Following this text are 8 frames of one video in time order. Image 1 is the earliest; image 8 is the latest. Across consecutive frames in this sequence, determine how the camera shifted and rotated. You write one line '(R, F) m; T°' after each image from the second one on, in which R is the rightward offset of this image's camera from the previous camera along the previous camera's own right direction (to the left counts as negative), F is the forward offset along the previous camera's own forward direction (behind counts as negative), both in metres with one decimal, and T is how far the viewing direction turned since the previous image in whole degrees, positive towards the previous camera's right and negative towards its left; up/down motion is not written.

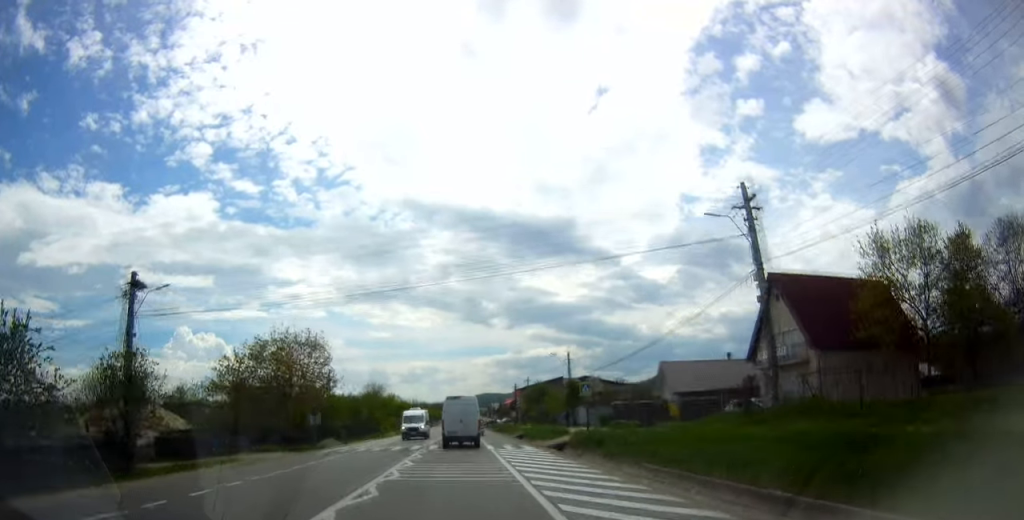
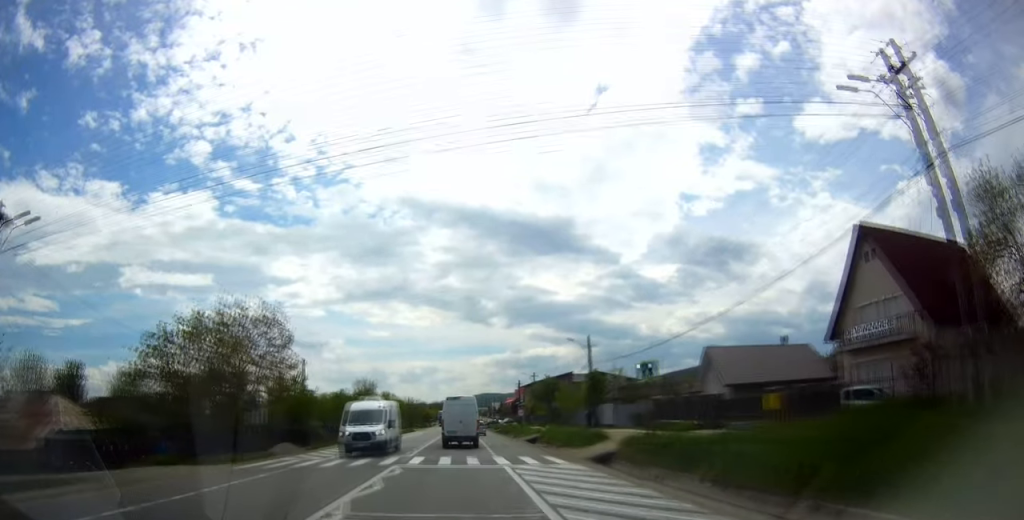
(-0.1, +11.3) m; -1°
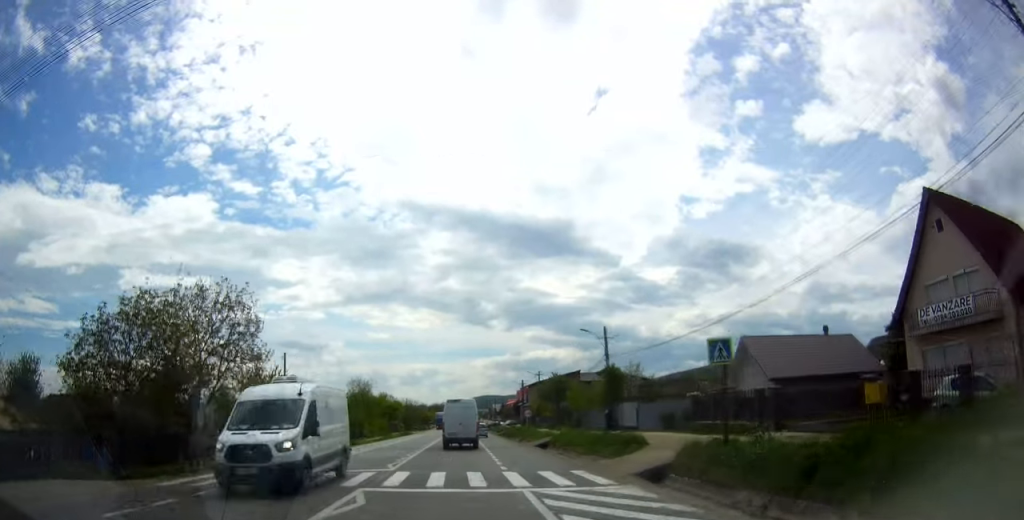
(0.0, +6.7) m; 0°
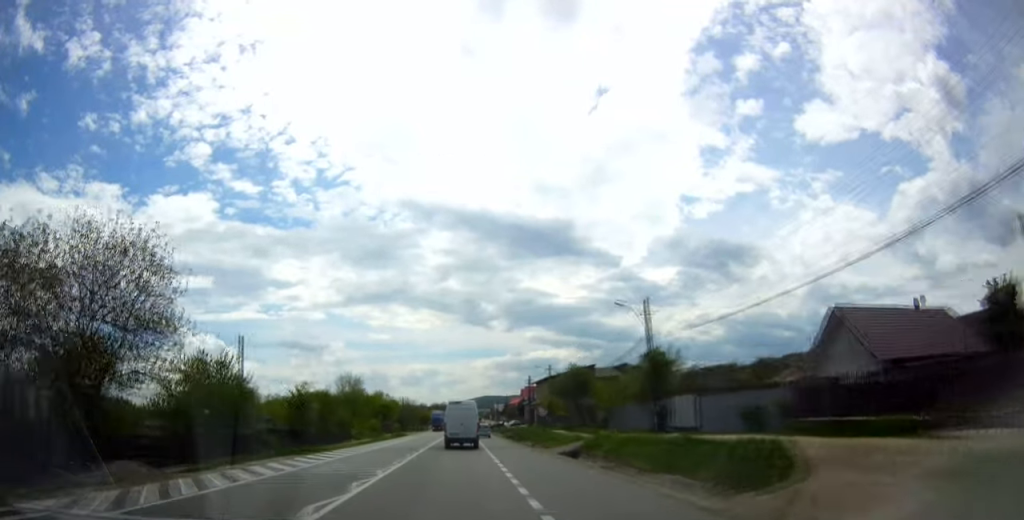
(0.0, +11.1) m; +1°
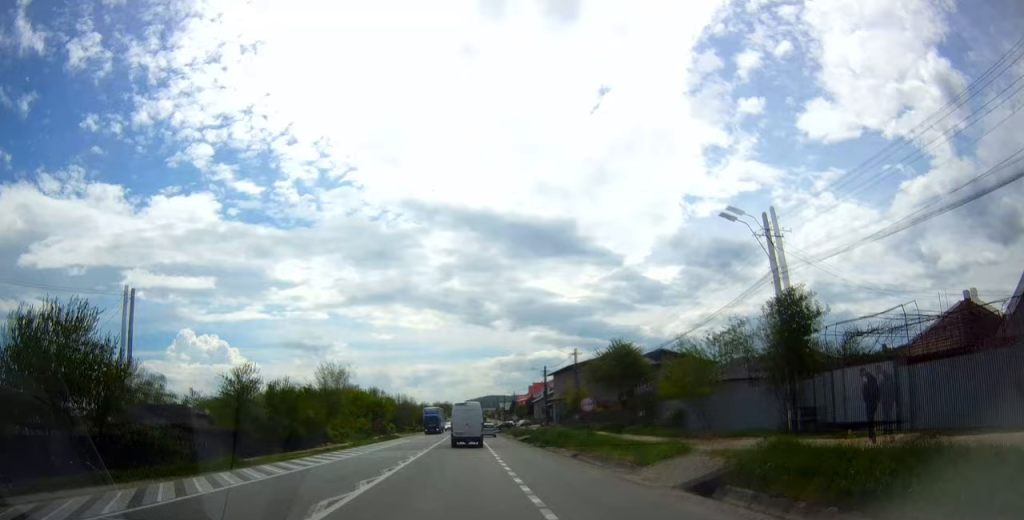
(+0.2, +16.0) m; 0°
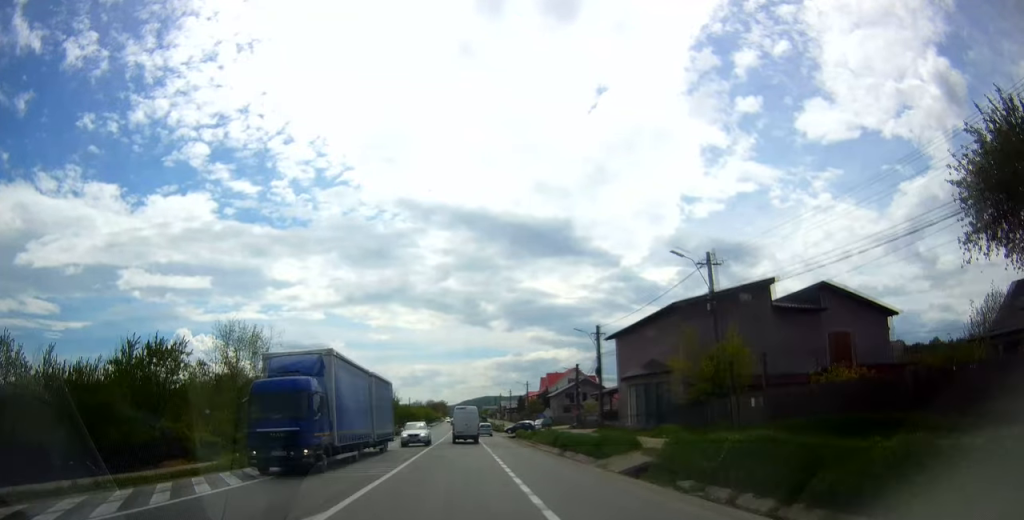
(-0.6, +34.4) m; 0°
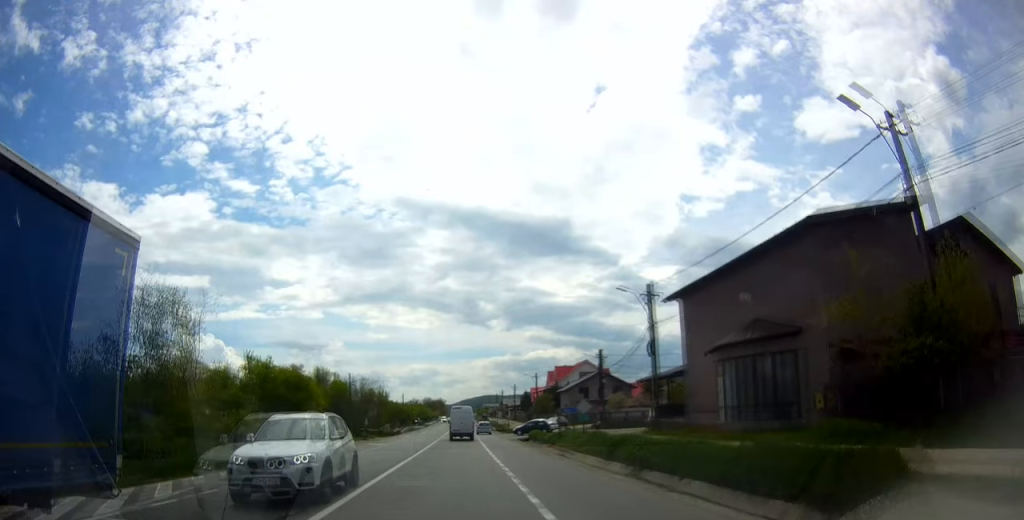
(+0.2, +14.3) m; +1°
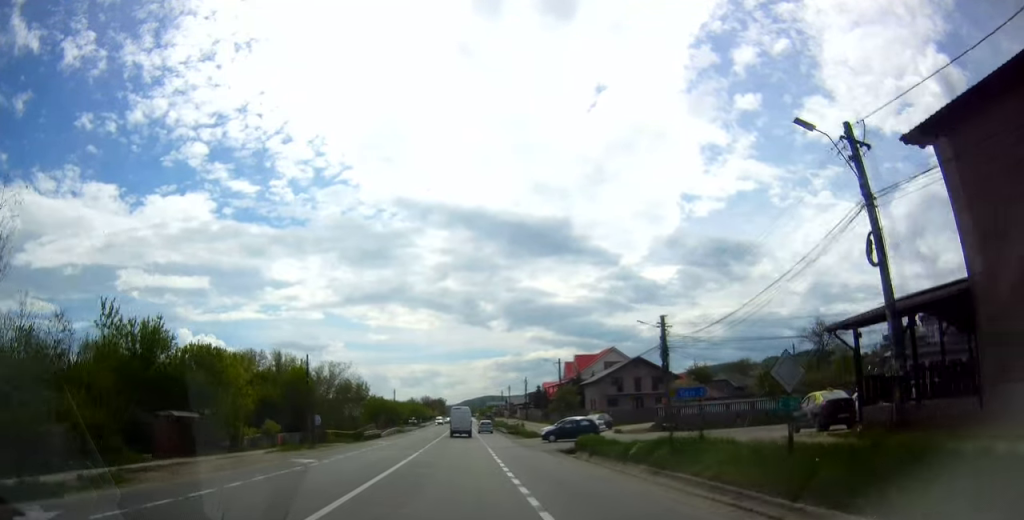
(+0.1, +20.8) m; 0°
